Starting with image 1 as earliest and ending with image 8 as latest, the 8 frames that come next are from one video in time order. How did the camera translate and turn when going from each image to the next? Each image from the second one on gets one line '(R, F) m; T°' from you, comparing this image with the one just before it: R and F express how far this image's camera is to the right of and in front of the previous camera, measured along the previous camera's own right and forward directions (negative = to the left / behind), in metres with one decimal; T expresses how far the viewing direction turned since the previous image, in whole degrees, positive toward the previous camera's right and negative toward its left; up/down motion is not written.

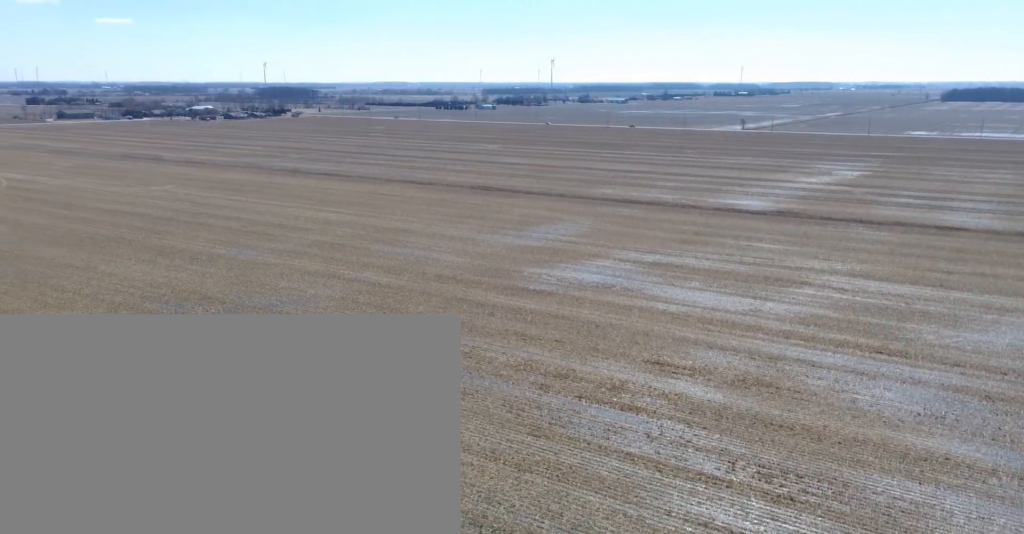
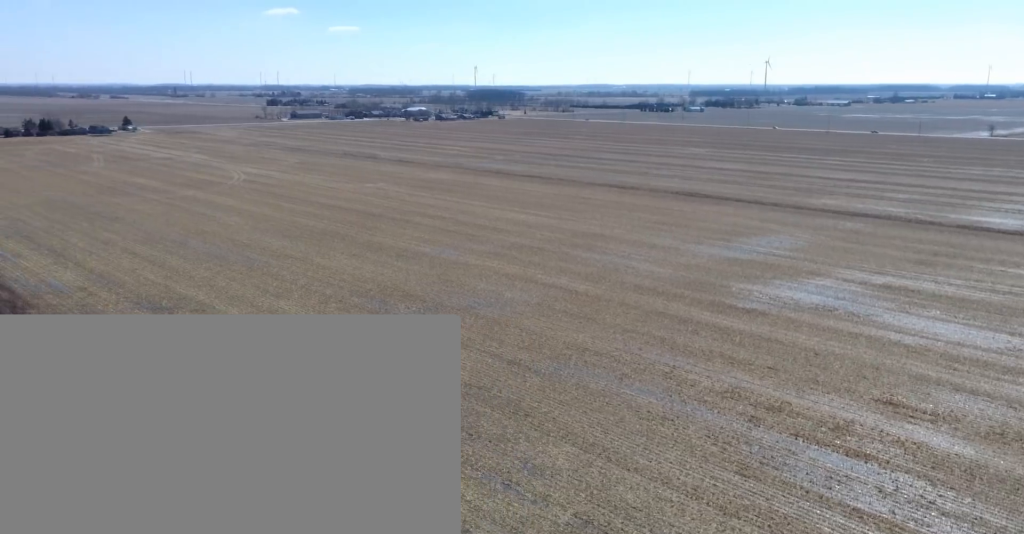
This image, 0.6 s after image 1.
(+0.3, +4.7) m; -11°
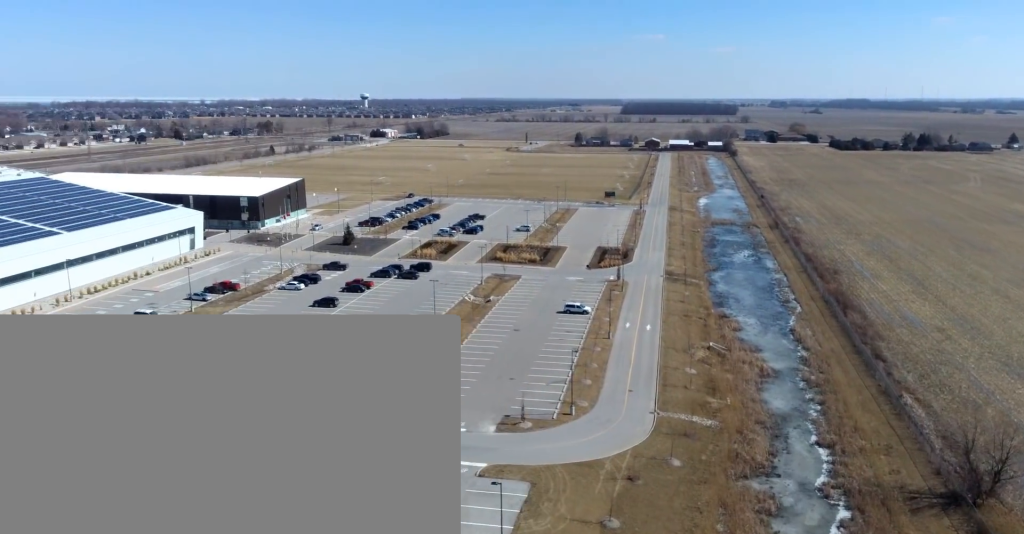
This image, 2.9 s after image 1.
(-7.0, +14.4) m; -53°
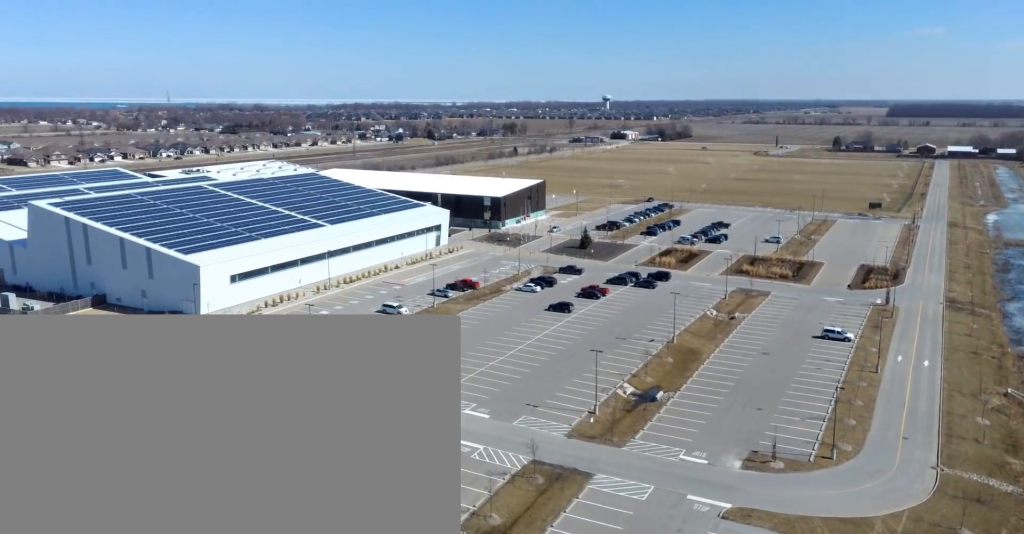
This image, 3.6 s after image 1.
(-1.4, +4.7) m; -14°
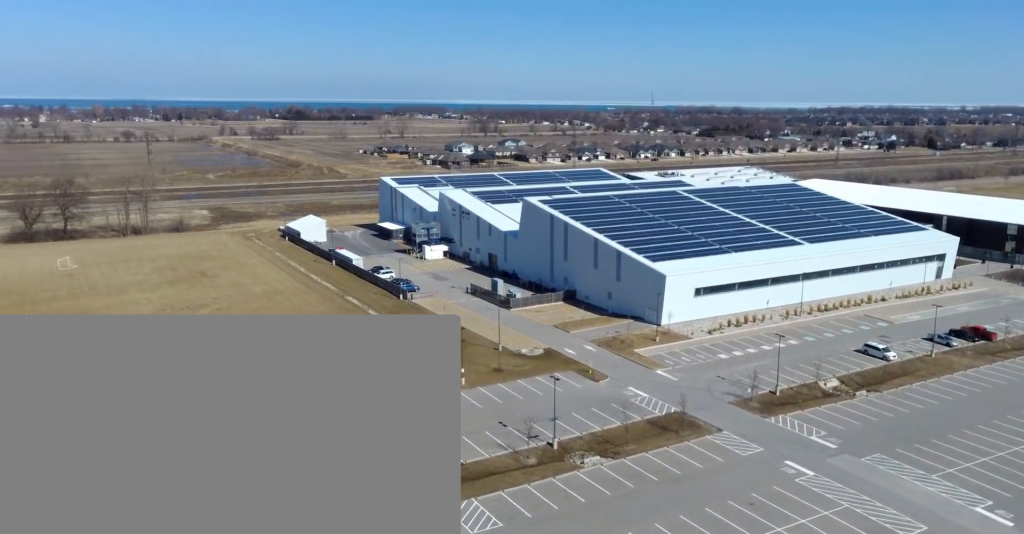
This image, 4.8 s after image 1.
(-1.3, +9.1) m; -31°
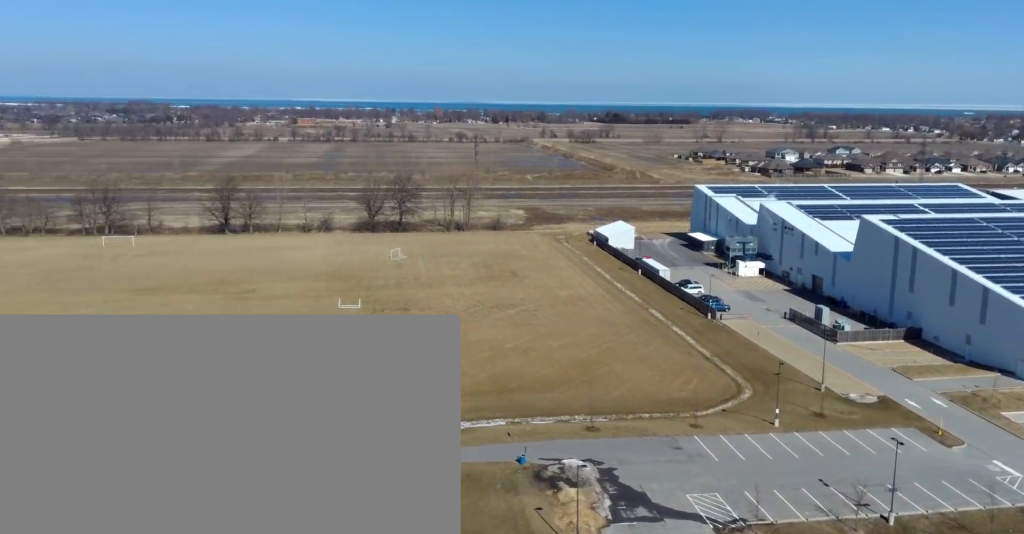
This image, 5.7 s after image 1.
(-2.2, +6.3) m; -17°
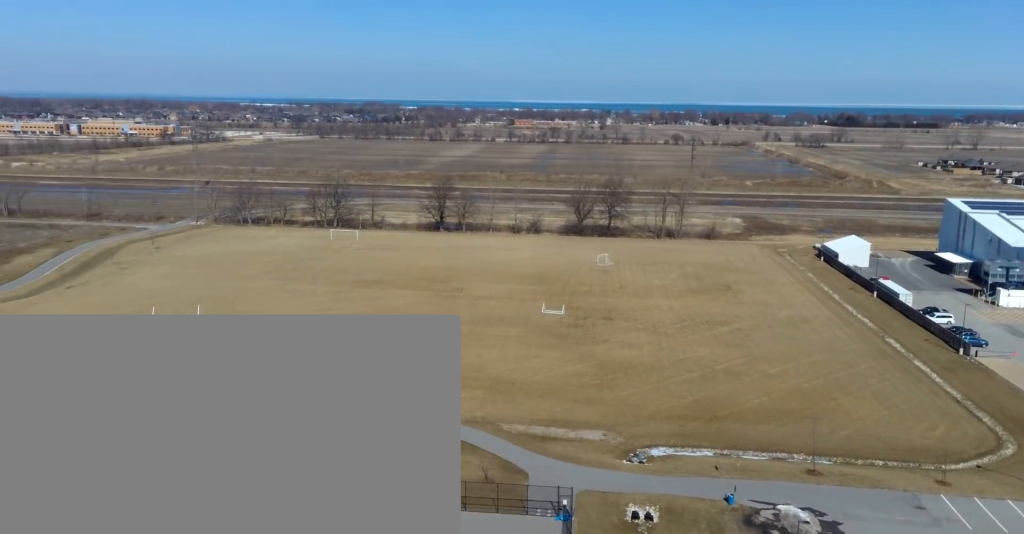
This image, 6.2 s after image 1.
(-0.2, +4.6) m; -2°
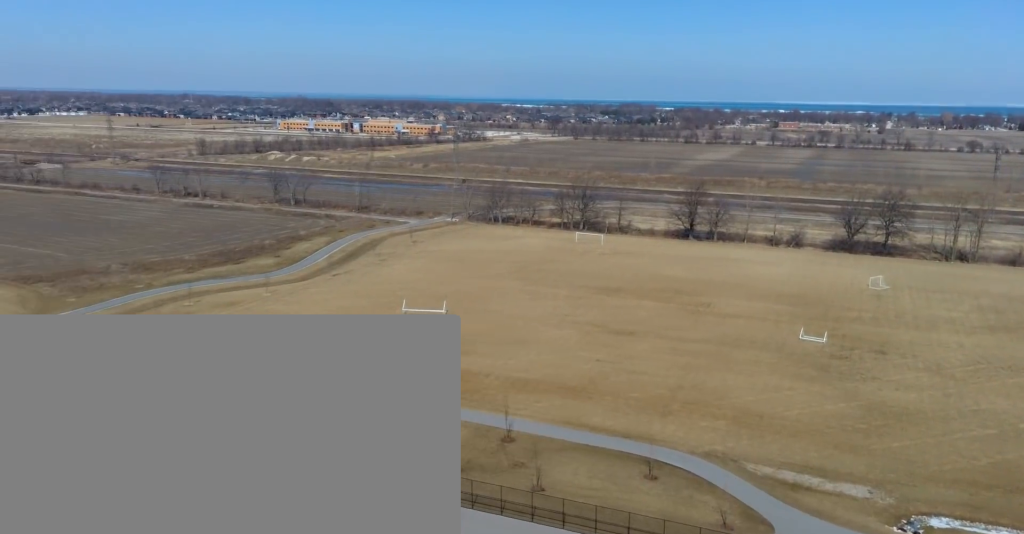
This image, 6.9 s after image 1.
(0.0, +5.4) m; -2°
